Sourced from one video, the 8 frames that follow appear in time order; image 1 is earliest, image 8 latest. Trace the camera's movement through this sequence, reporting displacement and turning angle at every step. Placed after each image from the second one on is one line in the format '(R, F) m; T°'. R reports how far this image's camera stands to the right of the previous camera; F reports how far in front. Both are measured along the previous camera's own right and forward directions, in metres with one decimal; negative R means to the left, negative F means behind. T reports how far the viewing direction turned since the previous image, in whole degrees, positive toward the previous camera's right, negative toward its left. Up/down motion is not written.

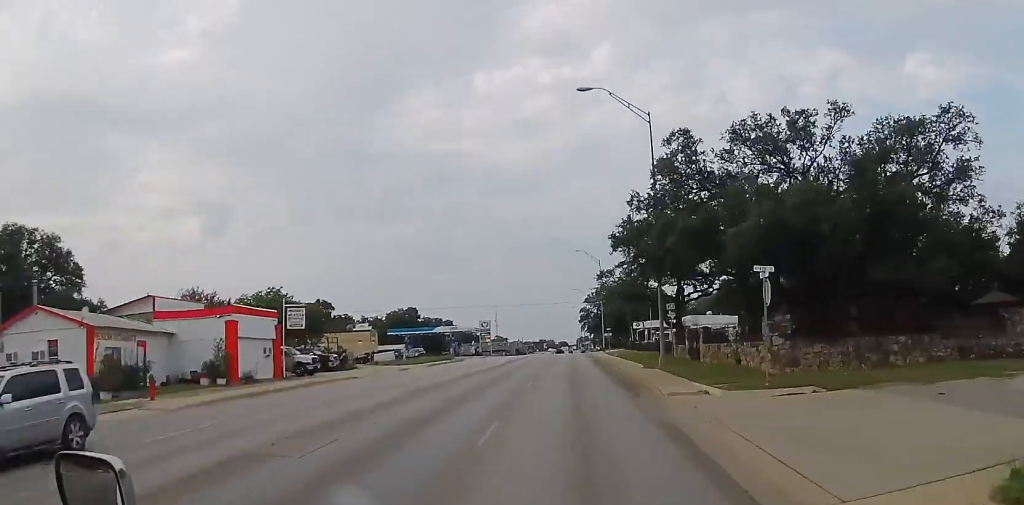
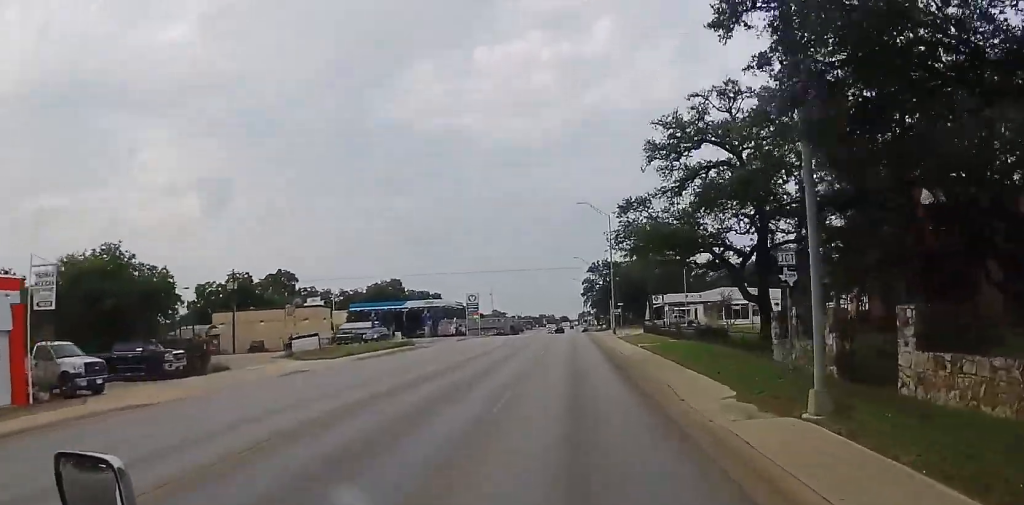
(-0.3, +22.9) m; -2°
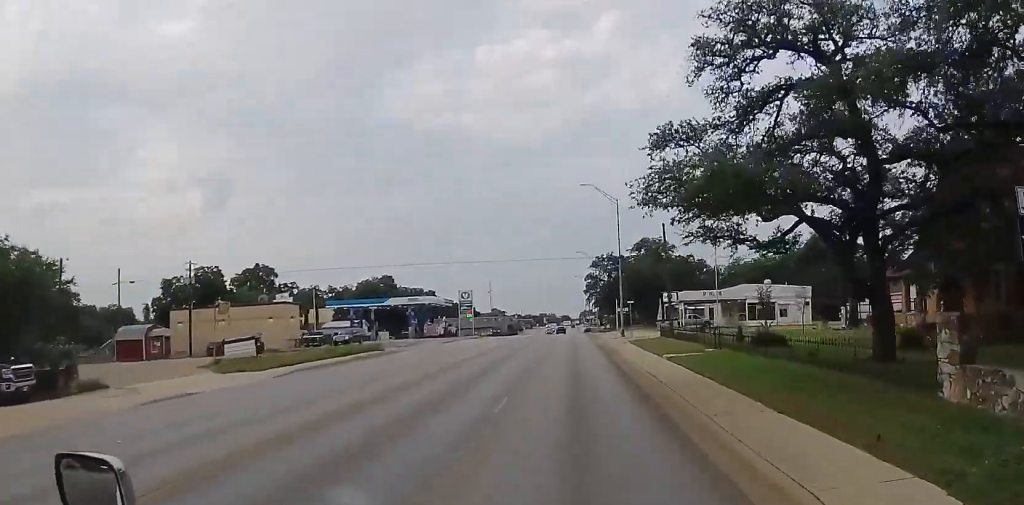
(-0.3, +11.1) m; 0°
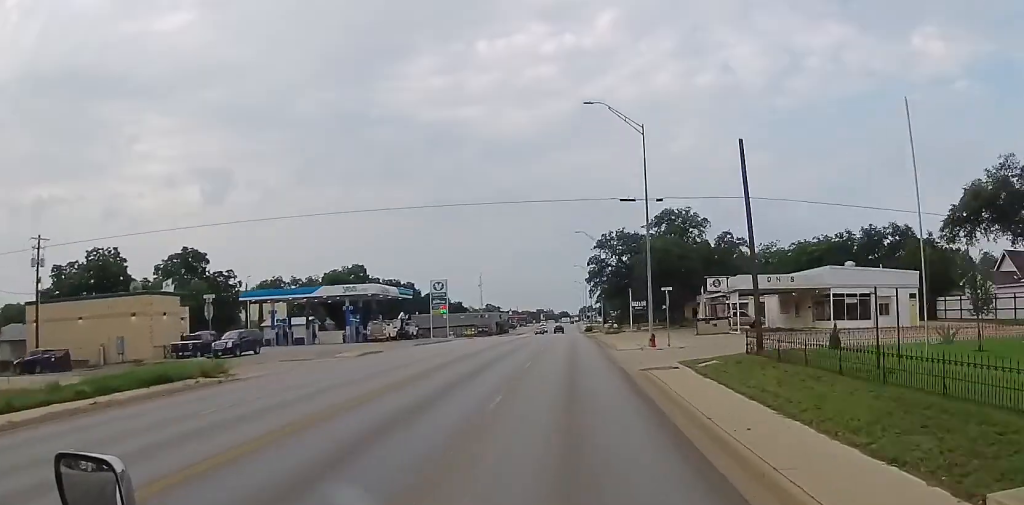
(+0.8, +25.4) m; 0°
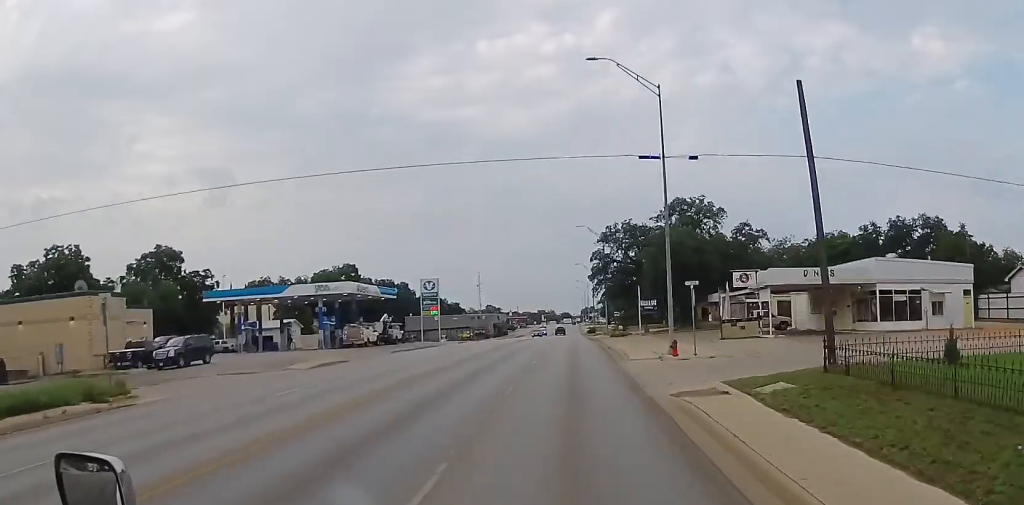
(+0.1, +7.7) m; -2°
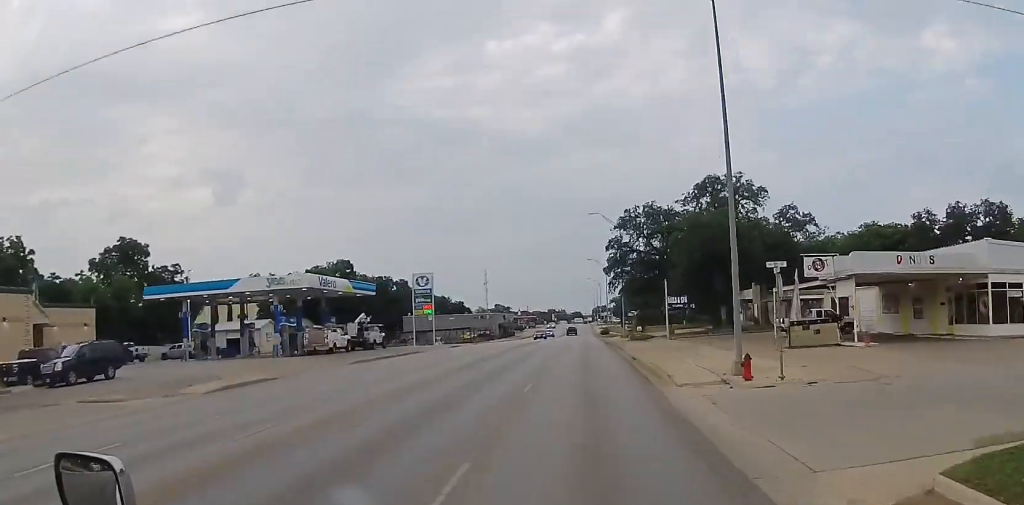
(-0.7, +11.3) m; -1°
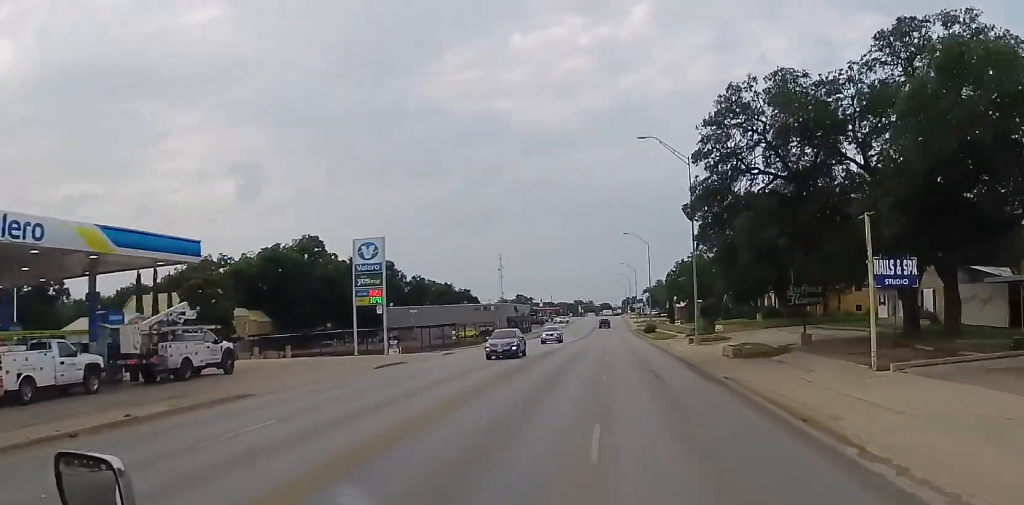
(-0.4, +32.8) m; -4°
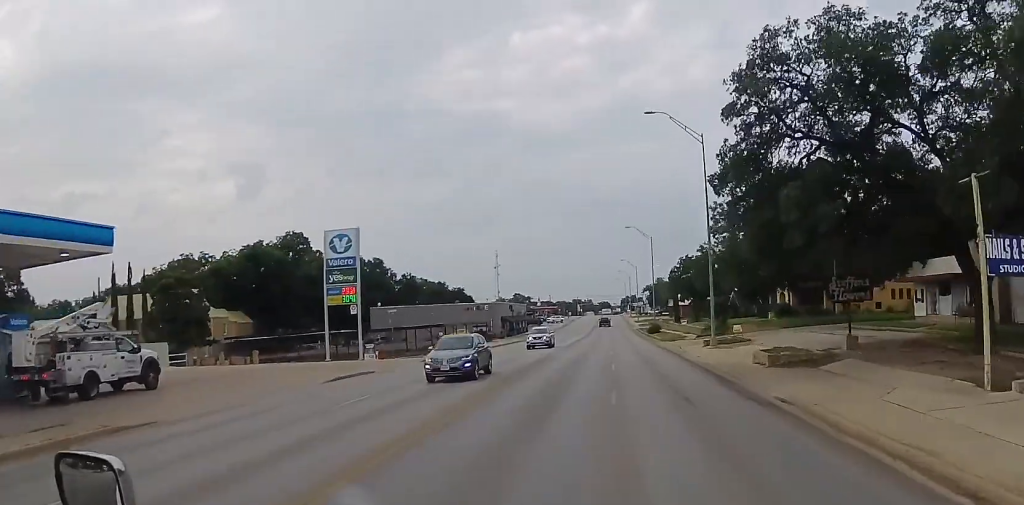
(-0.1, +6.2) m; 0°
